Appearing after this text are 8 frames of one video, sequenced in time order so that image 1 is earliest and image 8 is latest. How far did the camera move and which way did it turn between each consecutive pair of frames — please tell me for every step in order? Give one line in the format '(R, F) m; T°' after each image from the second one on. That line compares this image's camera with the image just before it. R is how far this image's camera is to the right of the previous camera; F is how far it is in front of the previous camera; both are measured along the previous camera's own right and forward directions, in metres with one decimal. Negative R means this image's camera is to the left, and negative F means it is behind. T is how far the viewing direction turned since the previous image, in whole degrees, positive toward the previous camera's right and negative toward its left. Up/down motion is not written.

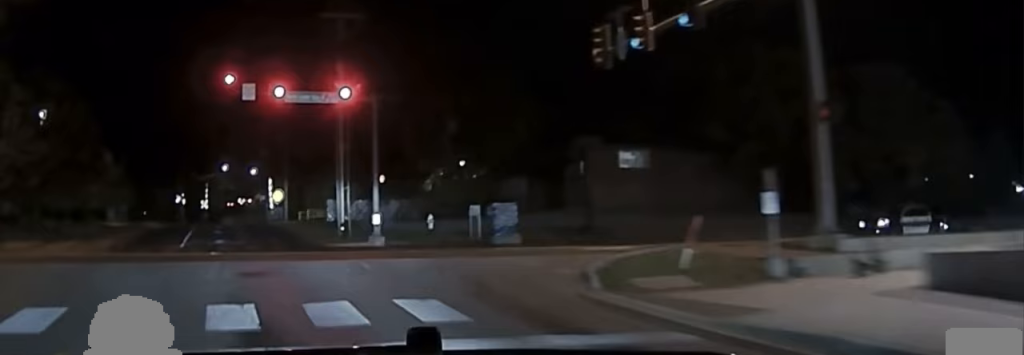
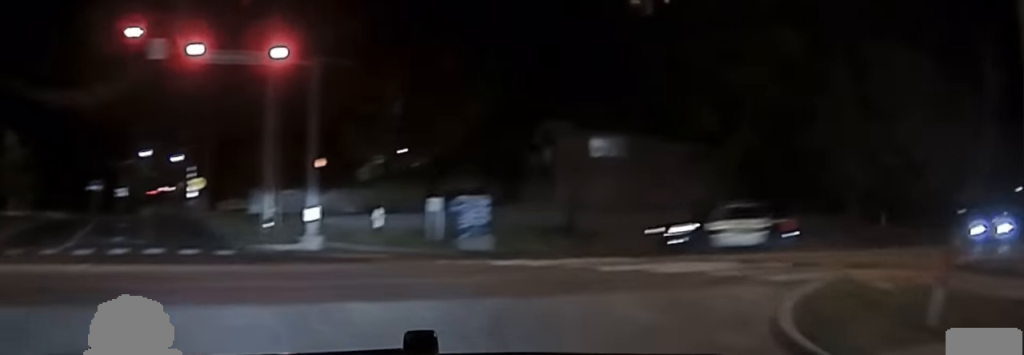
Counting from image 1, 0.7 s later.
(0.0, +8.1) m; +8°
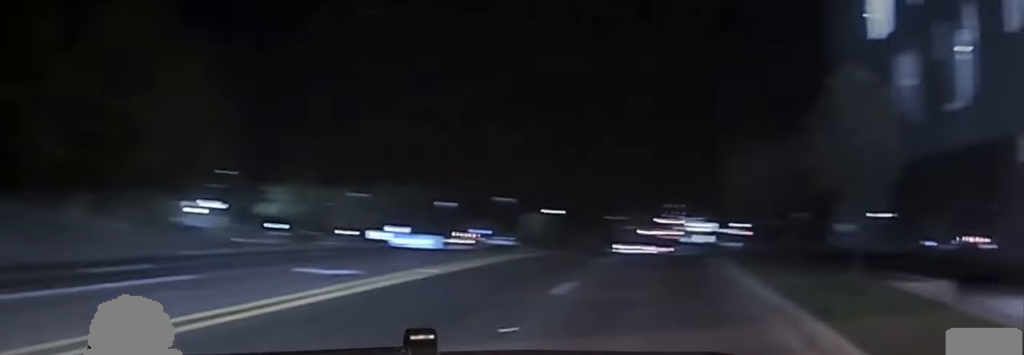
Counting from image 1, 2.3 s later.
(+4.3, +12.5) m; +46°
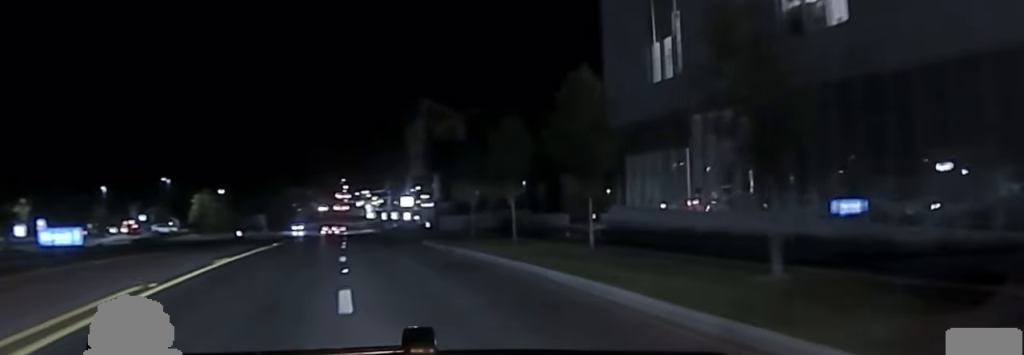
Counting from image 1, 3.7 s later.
(+3.7, +12.6) m; +21°
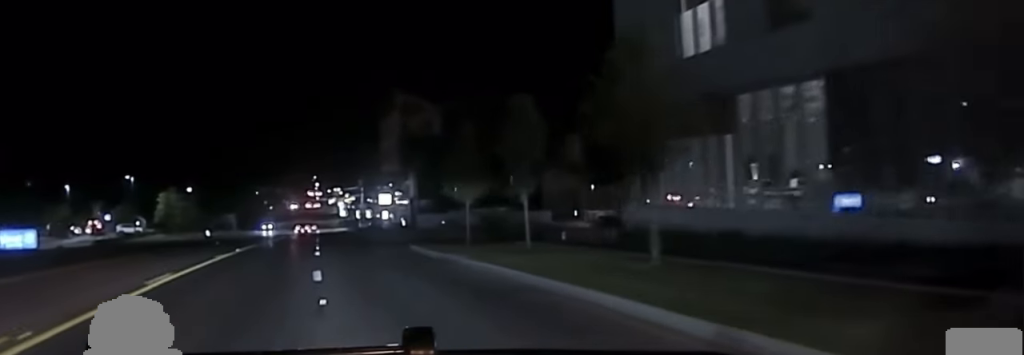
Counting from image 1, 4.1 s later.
(+0.1, +5.3) m; +1°
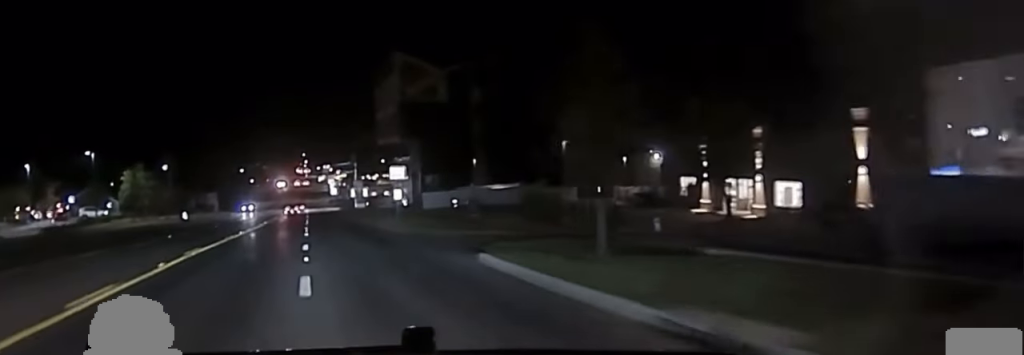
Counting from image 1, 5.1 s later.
(+0.2, +14.6) m; +2°
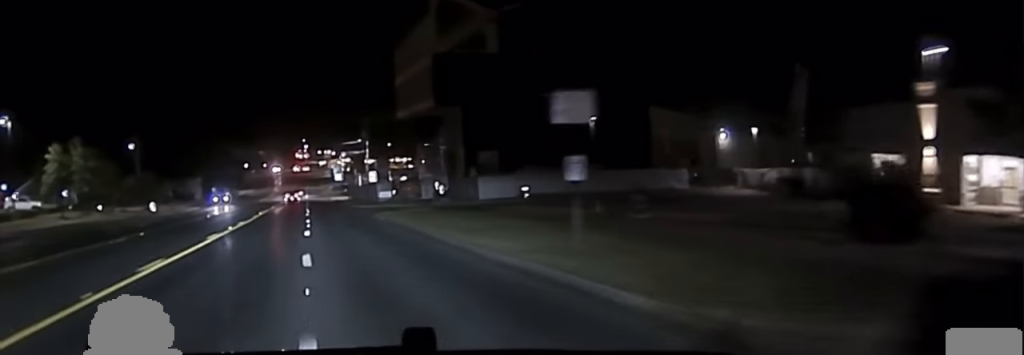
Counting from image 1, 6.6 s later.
(+0.6, +29.8) m; +2°
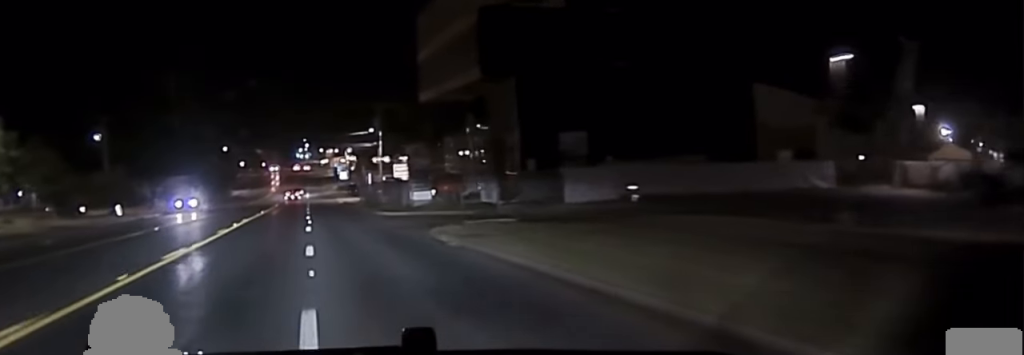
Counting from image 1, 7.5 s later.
(-0.1, +24.6) m; 0°
